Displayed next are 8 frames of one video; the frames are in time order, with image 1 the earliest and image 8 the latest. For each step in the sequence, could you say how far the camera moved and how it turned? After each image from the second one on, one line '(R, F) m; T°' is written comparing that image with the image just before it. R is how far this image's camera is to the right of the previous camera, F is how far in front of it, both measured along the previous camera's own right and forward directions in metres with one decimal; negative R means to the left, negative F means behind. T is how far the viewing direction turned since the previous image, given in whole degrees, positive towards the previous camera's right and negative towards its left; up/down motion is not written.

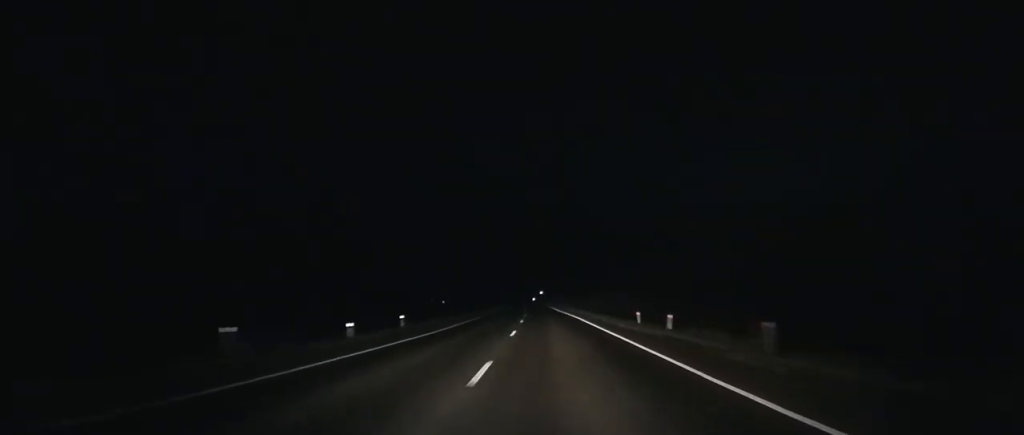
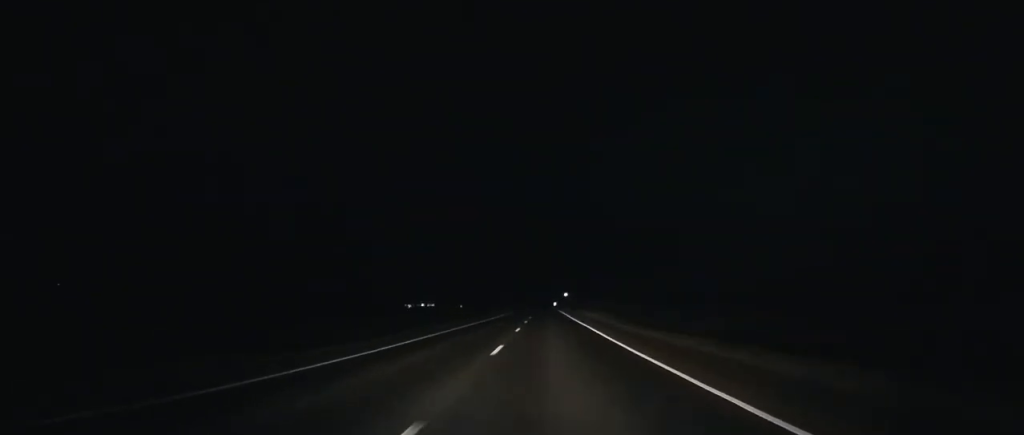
(-0.7, +75.0) m; -1°
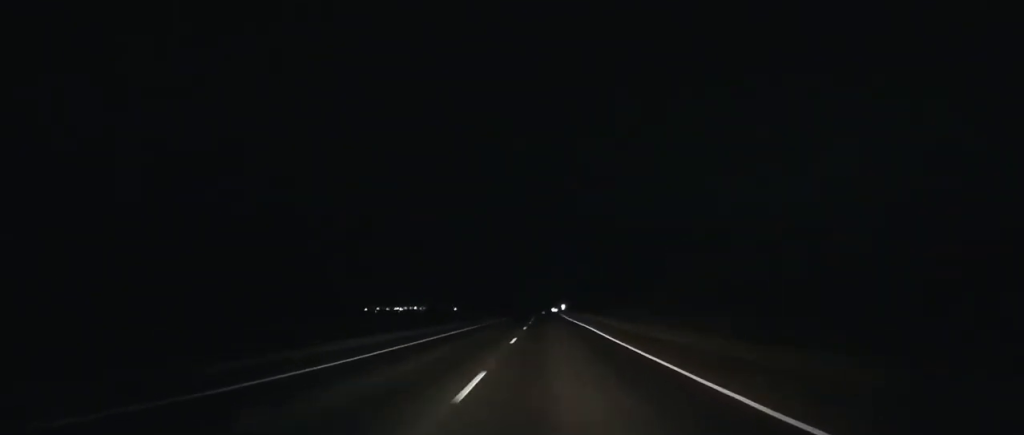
(-1.4, +162.5) m; -1°
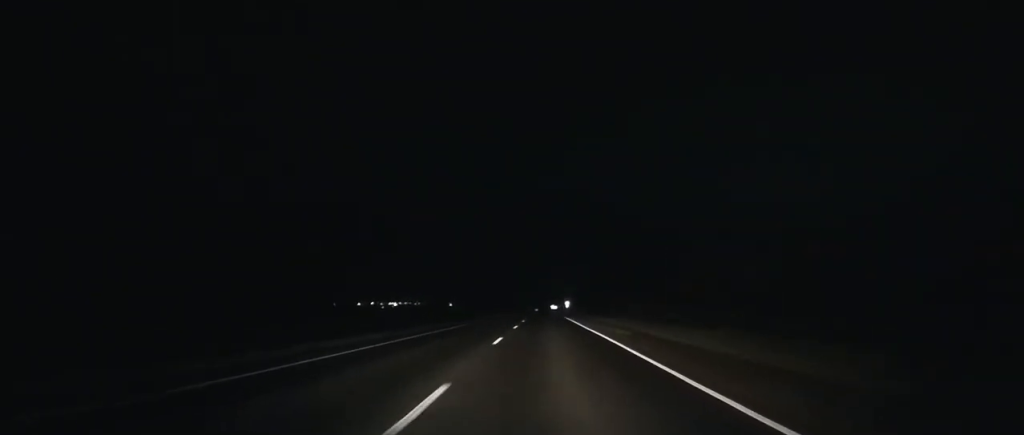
(0.0, +63.0) m; 0°
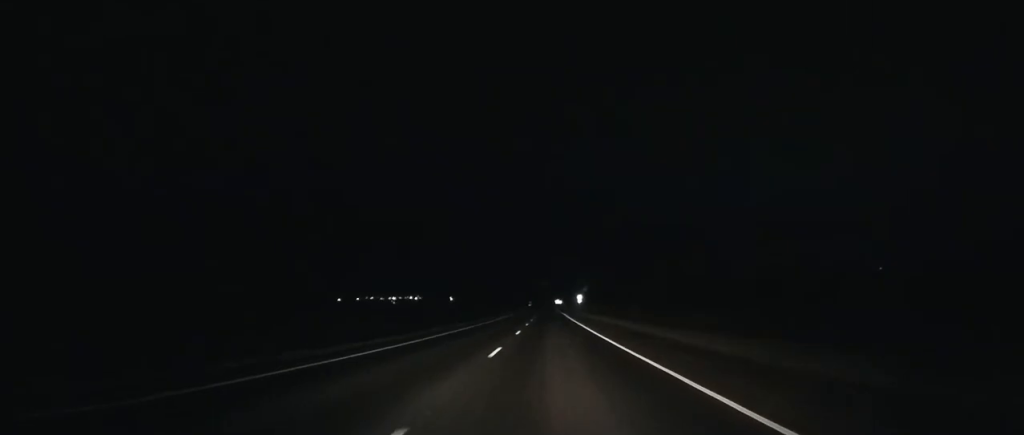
(0.0, +51.0) m; 0°
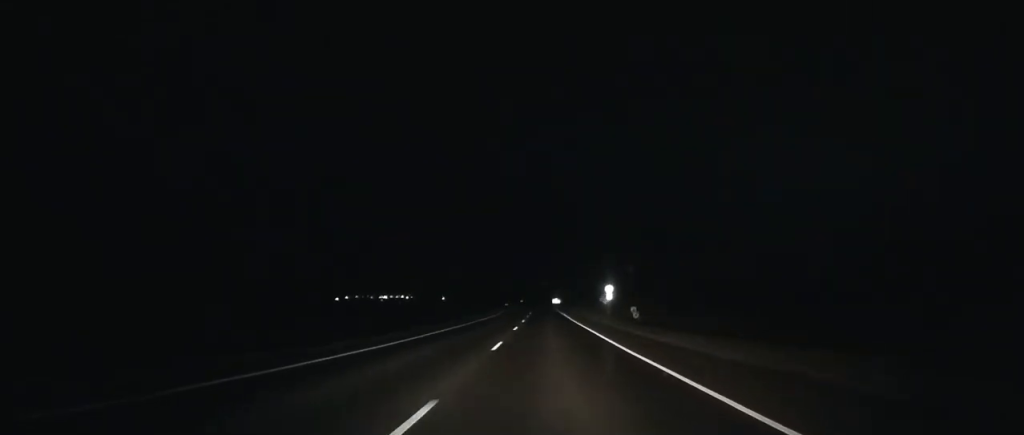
(+0.1, +68.3) m; 0°
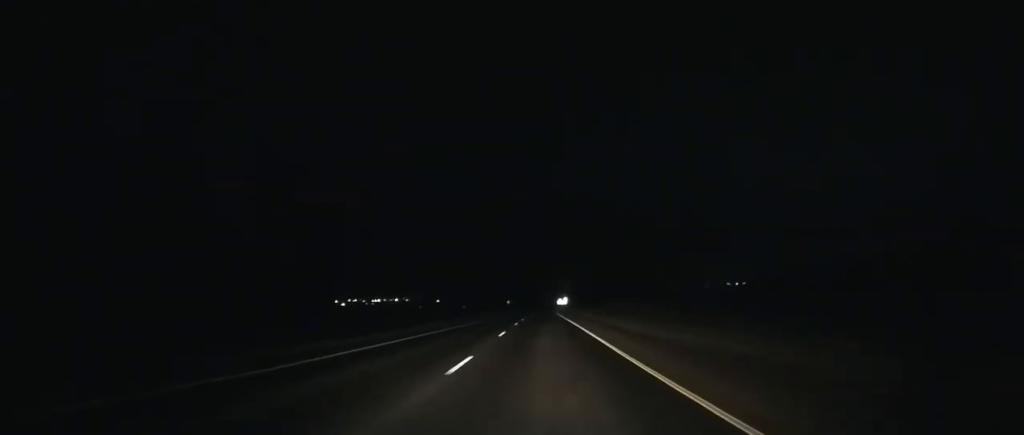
(-0.4, +110.4) m; 0°
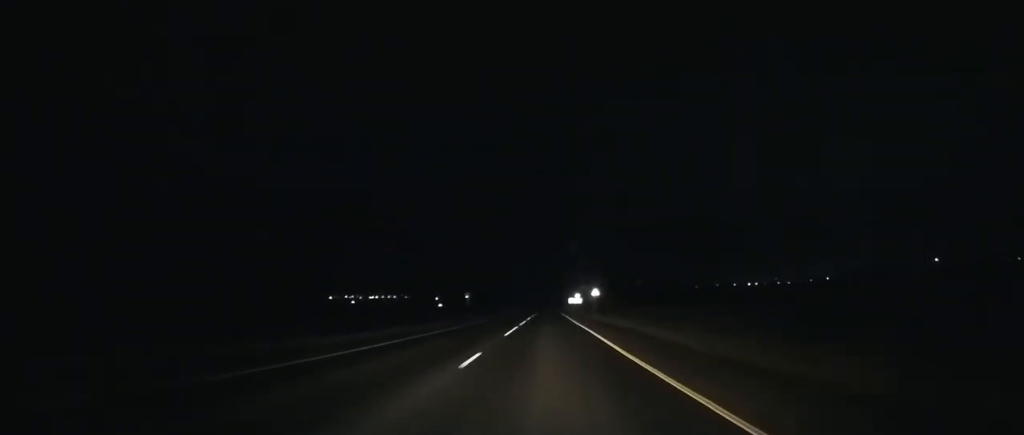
(-0.1, +96.2) m; 0°
